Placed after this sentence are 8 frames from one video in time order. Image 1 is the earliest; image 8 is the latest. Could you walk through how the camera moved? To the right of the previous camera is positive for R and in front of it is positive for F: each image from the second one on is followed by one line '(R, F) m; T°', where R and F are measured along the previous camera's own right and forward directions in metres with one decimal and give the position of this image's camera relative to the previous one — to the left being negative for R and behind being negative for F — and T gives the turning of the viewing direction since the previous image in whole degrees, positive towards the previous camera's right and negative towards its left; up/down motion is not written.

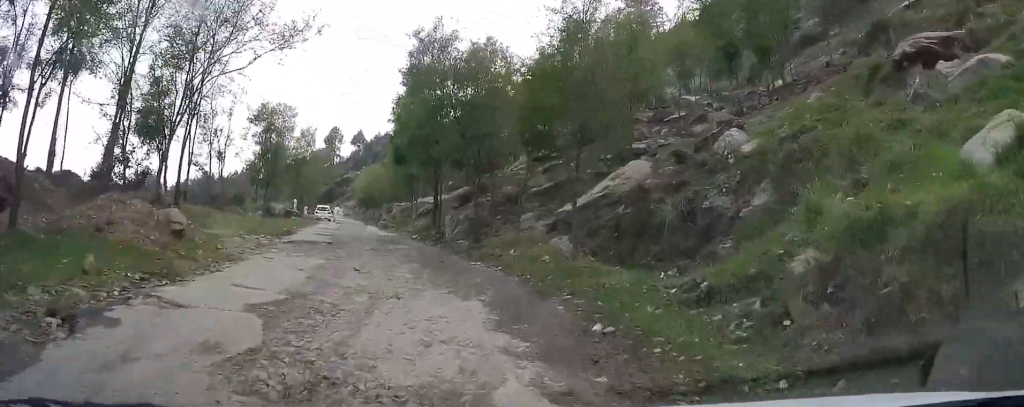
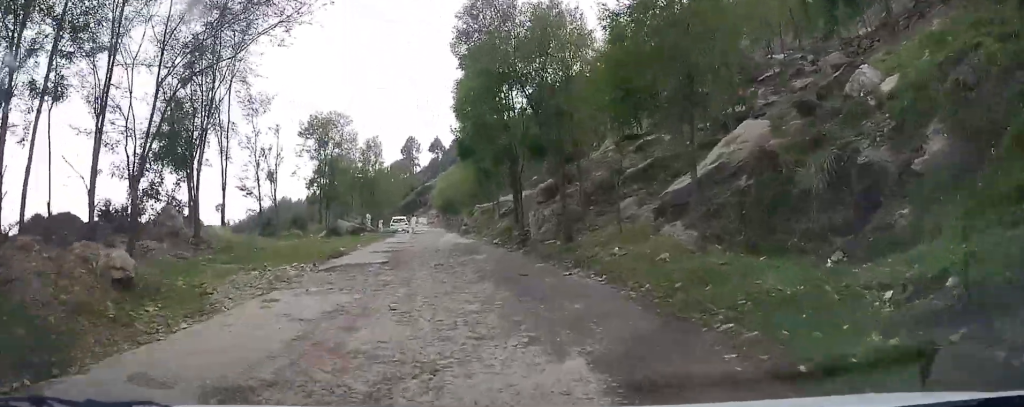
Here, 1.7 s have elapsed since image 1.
(-0.4, +4.0) m; -5°
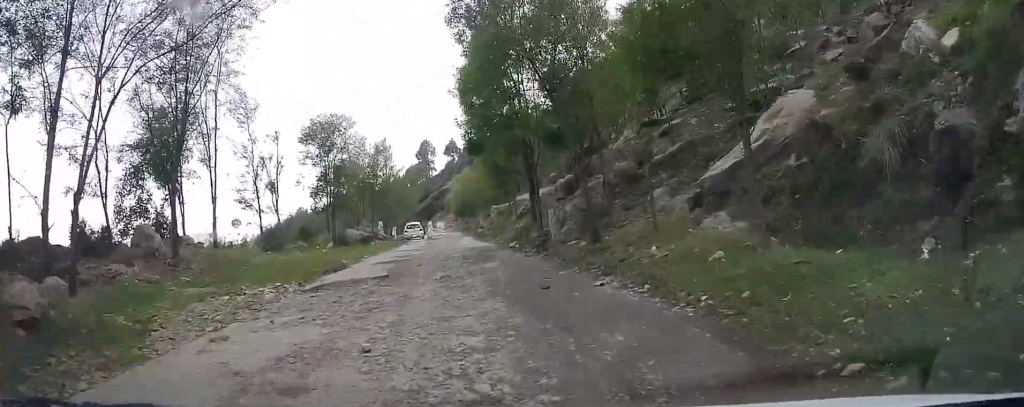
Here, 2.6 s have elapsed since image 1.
(-0.1, +2.1) m; 0°
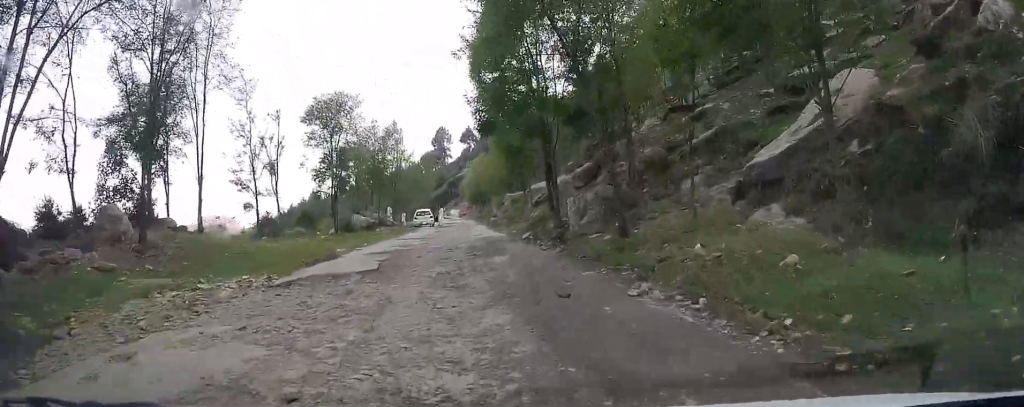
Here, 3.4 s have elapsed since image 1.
(0.0, +2.0) m; -1°
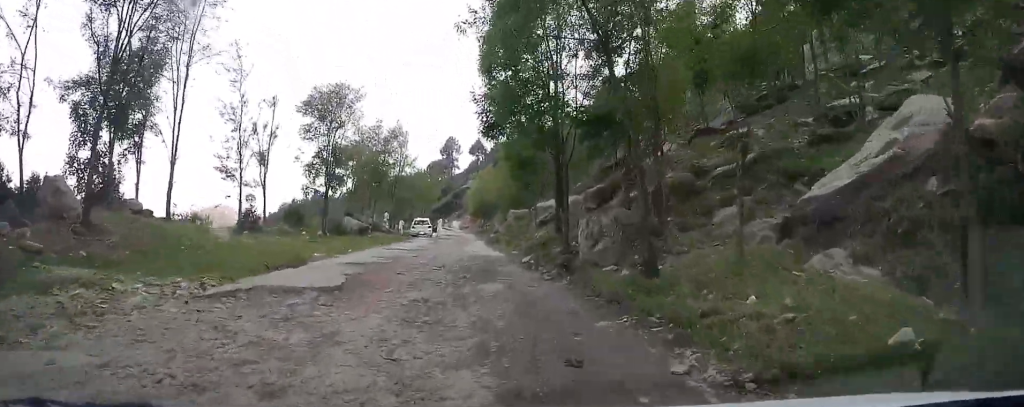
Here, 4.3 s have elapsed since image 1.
(+0.1, +2.2) m; -2°
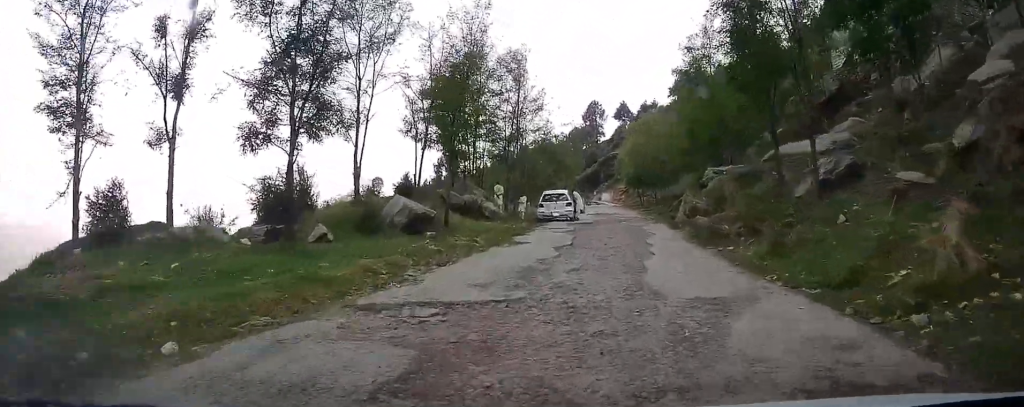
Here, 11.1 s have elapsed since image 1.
(-2.8, +17.4) m; -13°
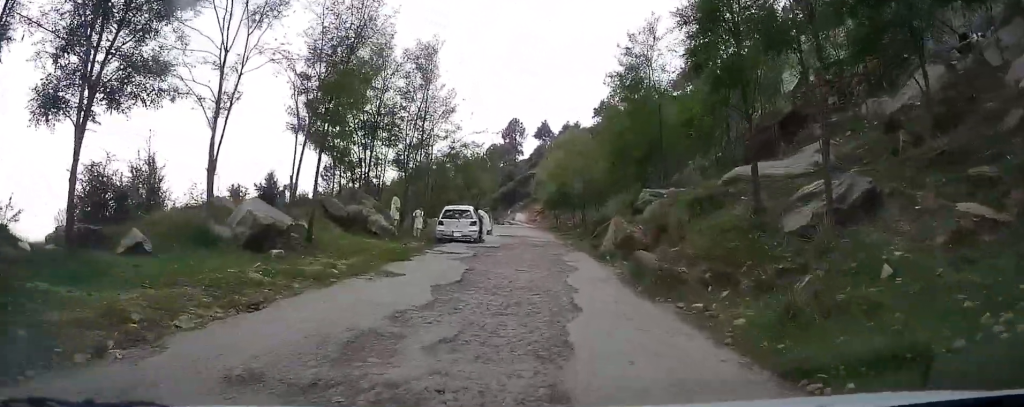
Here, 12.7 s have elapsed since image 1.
(-0.1, +4.4) m; +8°
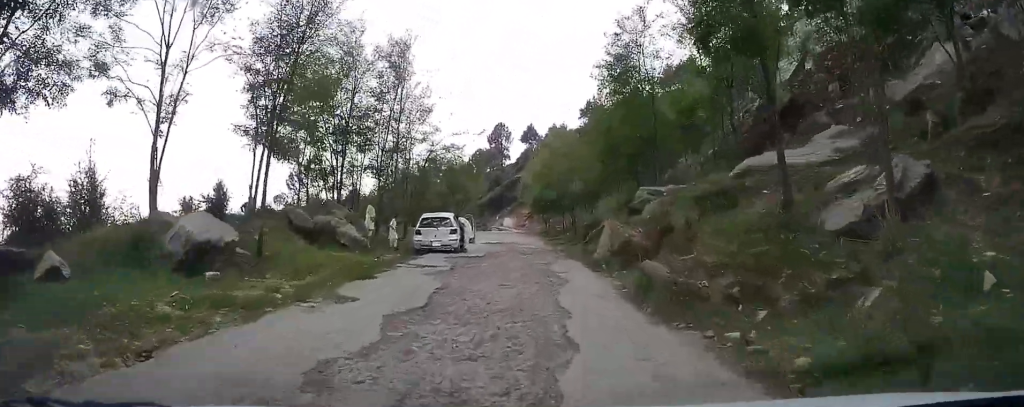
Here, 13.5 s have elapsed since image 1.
(+0.2, +2.1) m; +3°
